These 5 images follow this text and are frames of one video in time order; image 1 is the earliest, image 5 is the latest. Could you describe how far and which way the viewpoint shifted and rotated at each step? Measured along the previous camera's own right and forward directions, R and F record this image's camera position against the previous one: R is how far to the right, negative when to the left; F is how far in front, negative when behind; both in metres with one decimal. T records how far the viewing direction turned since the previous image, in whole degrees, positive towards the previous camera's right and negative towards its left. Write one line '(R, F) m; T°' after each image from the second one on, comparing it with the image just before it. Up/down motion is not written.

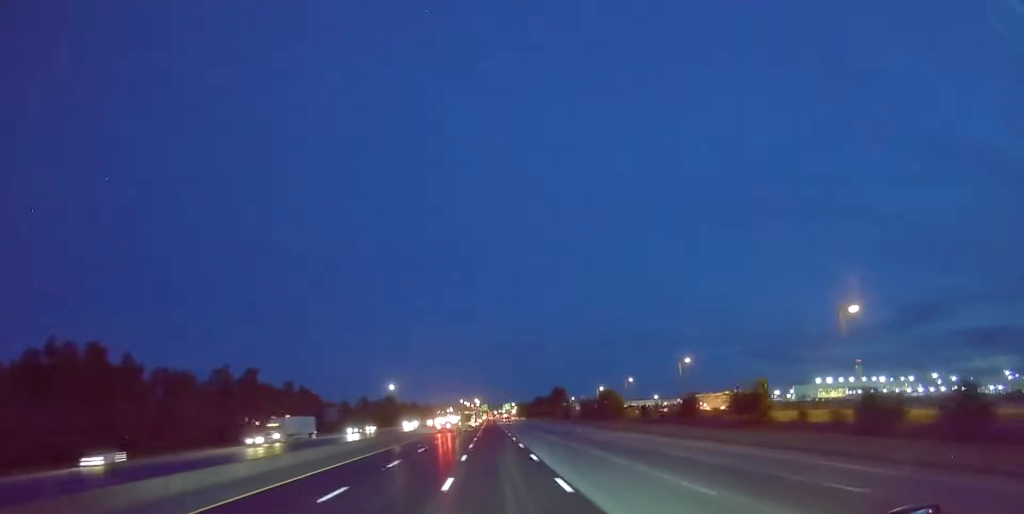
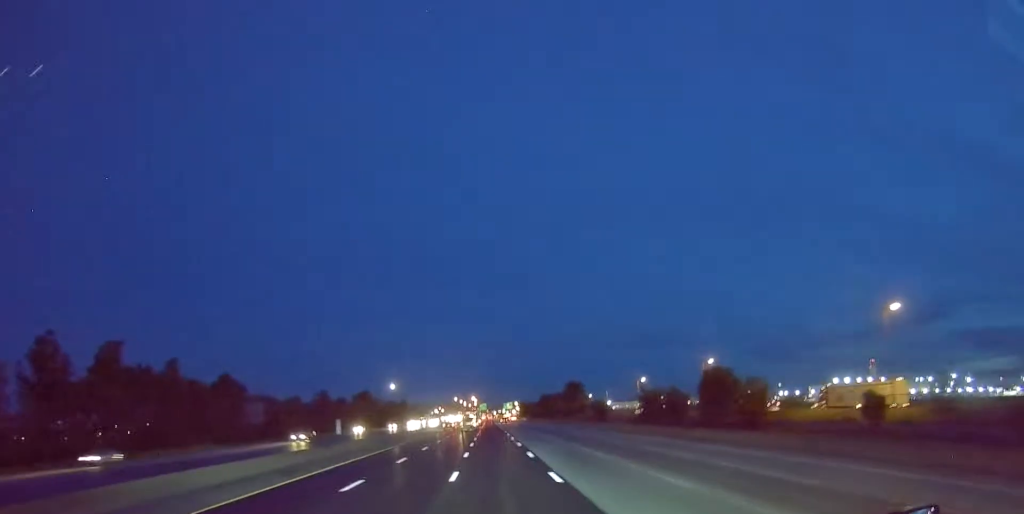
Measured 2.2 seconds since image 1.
(-0.6, +58.9) m; 0°
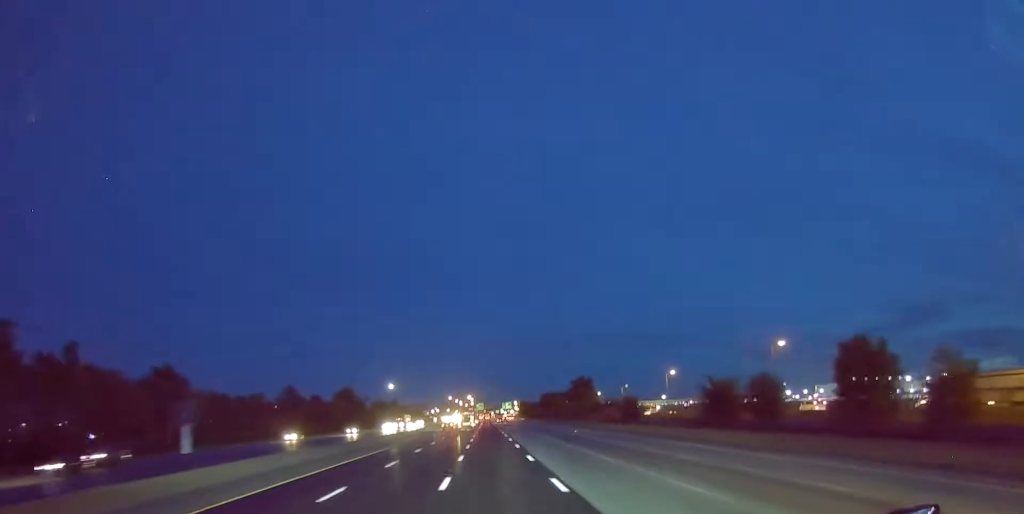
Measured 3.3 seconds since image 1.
(+0.5, +27.5) m; 0°
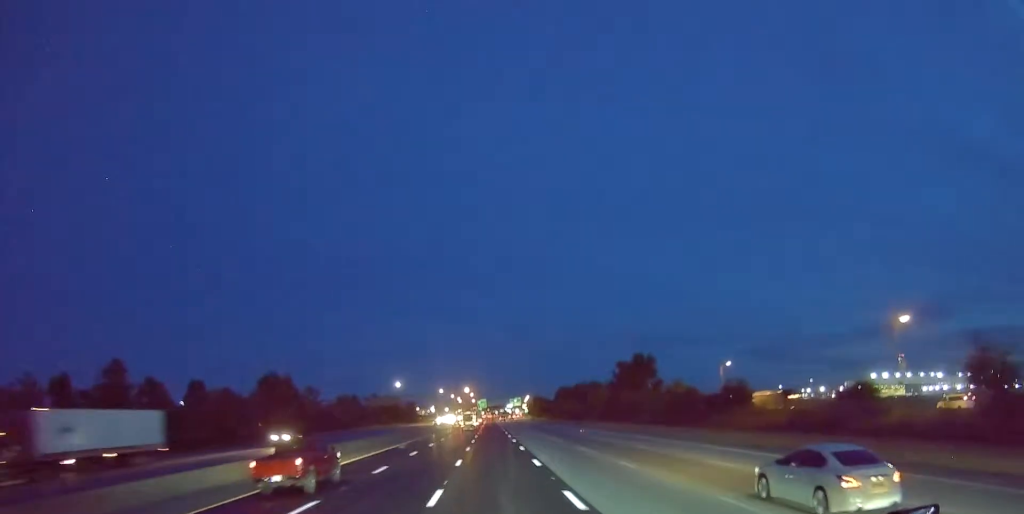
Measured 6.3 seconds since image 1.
(-1.0, +78.1) m; 0°
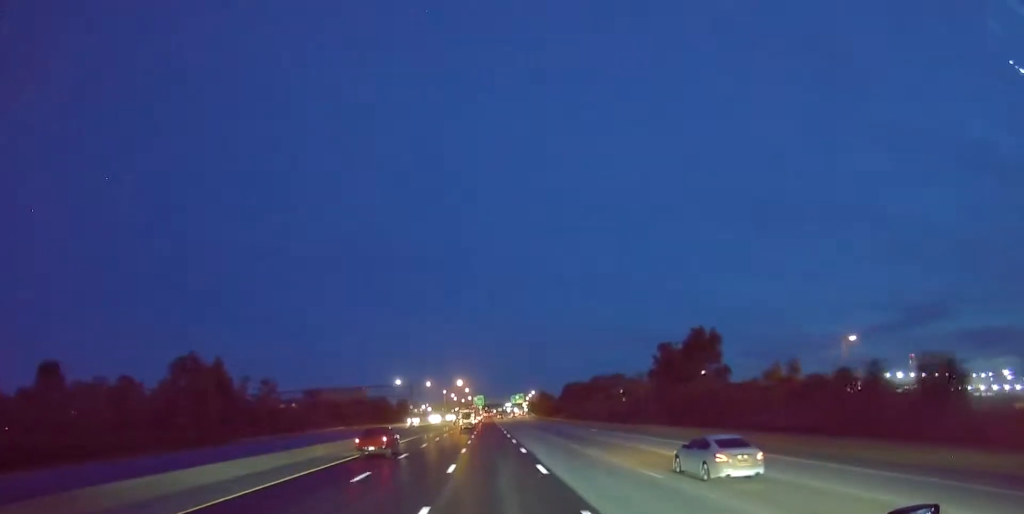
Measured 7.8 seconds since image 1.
(0.0, +40.6) m; 0°
